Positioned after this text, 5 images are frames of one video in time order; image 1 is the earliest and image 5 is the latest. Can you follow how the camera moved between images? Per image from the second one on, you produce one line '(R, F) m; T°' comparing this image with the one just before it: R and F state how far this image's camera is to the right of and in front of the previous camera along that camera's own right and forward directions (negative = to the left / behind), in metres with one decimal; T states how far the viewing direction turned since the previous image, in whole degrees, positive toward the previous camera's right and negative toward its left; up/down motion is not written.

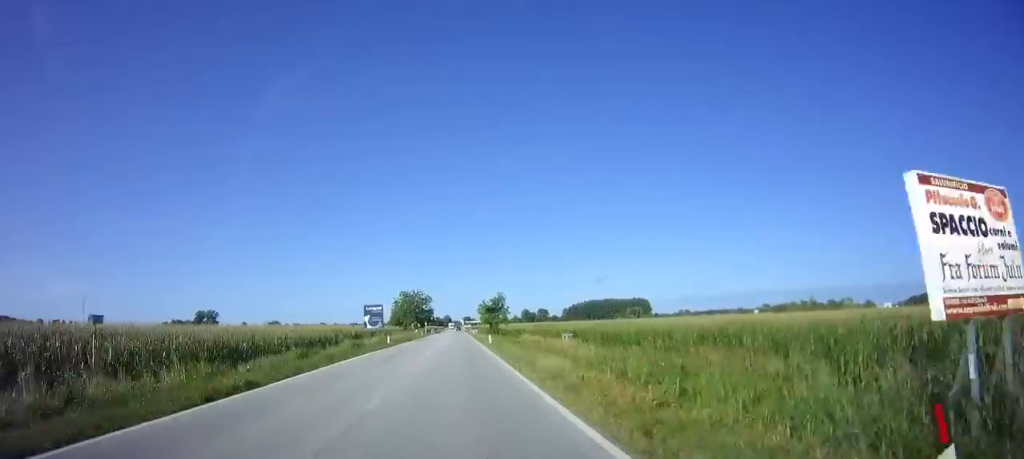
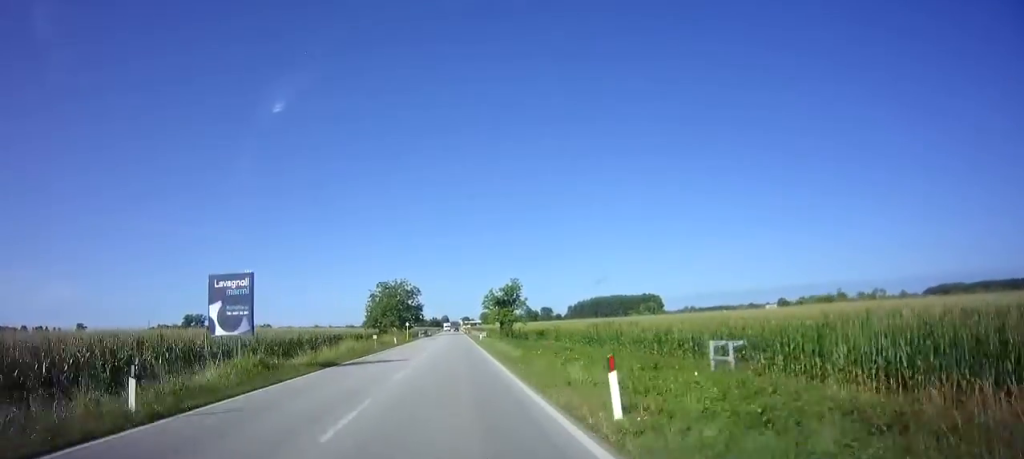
(+0.2, +32.2) m; 0°
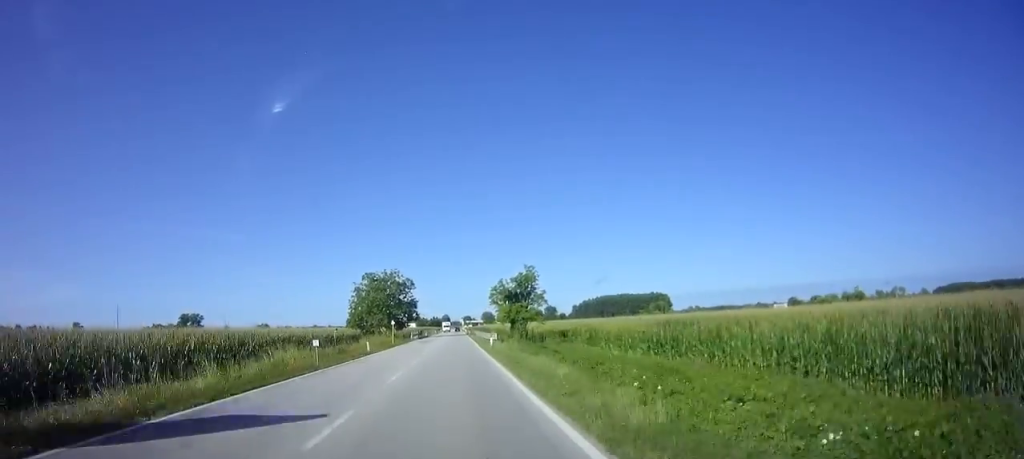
(-0.1, +15.3) m; 0°
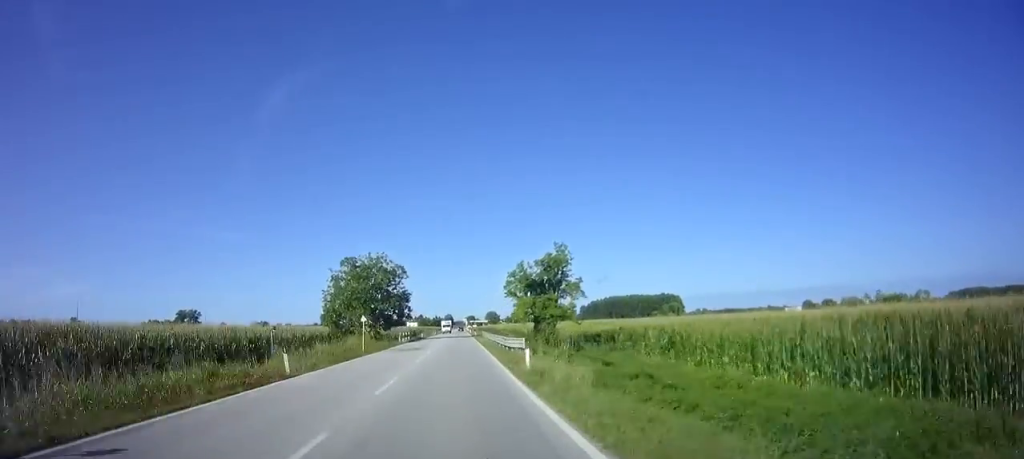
(-0.1, +17.1) m; 0°
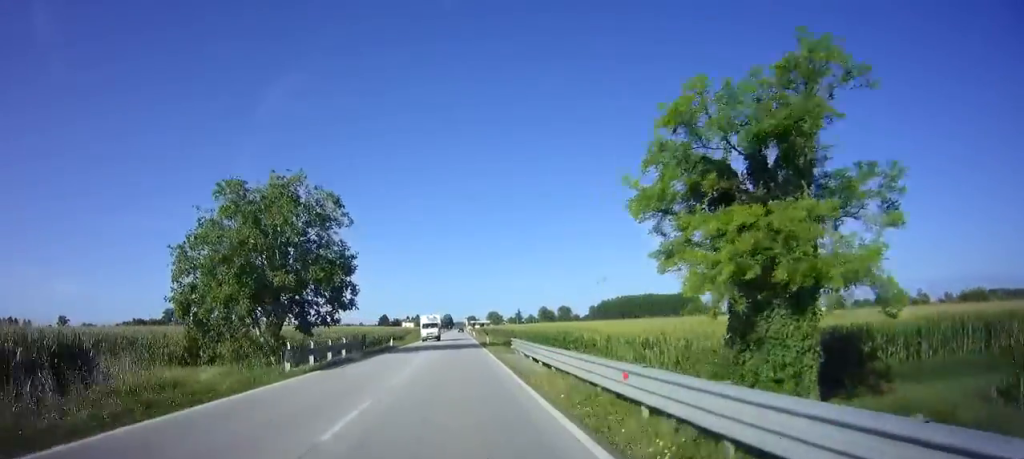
(0.0, +35.1) m; 0°
